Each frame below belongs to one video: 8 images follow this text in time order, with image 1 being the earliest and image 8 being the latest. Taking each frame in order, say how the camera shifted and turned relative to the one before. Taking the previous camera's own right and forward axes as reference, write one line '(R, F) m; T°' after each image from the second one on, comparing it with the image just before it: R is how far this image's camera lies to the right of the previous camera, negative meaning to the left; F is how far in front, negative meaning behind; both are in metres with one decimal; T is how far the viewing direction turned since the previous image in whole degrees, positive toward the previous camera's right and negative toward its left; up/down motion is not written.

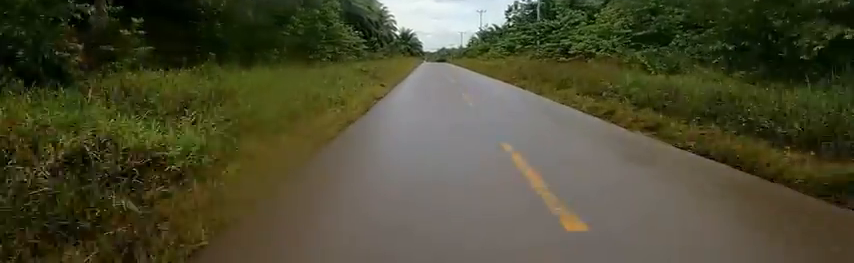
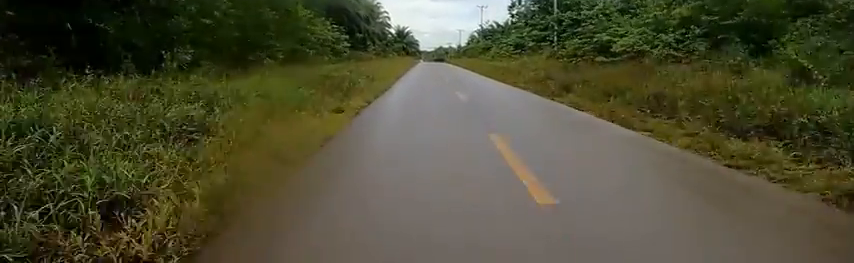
(+0.1, +8.0) m; -1°
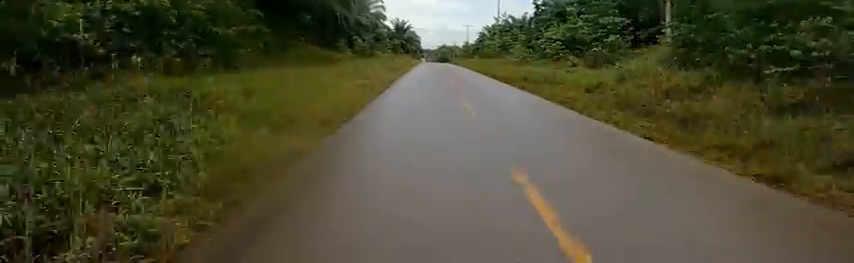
(-0.7, +18.9) m; -3°
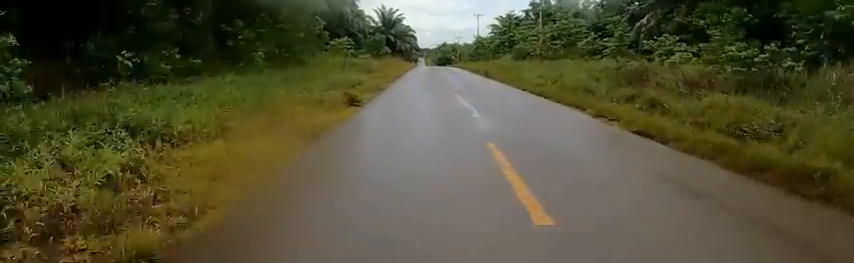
(+1.5, +31.2) m; +7°
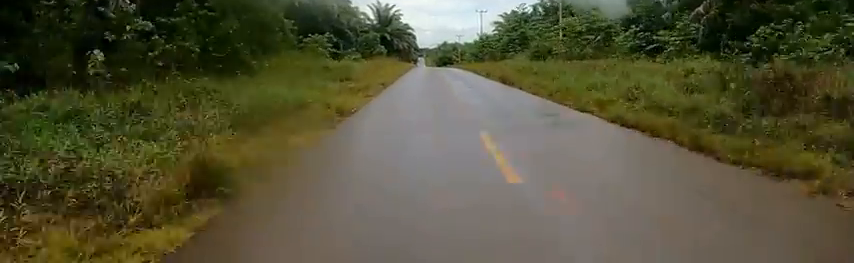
(0.0, +7.0) m; -1°
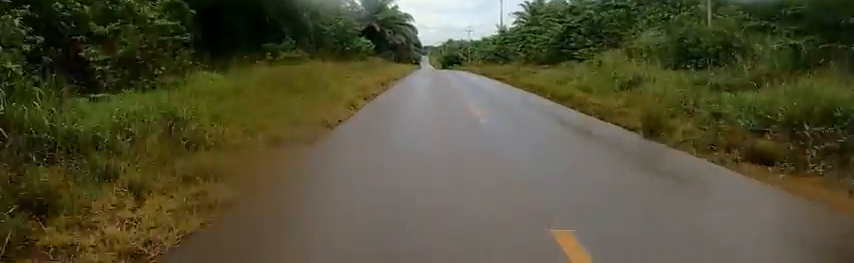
(-1.7, +19.6) m; -6°
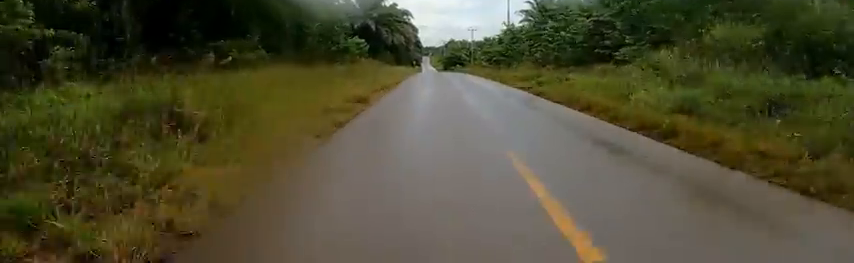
(0.0, +5.8) m; 0°
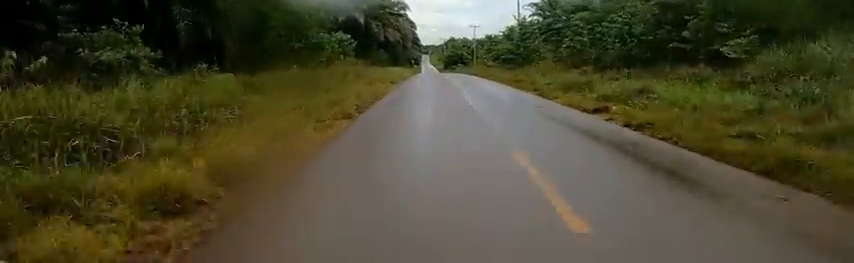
(-0.3, +7.6) m; +1°
